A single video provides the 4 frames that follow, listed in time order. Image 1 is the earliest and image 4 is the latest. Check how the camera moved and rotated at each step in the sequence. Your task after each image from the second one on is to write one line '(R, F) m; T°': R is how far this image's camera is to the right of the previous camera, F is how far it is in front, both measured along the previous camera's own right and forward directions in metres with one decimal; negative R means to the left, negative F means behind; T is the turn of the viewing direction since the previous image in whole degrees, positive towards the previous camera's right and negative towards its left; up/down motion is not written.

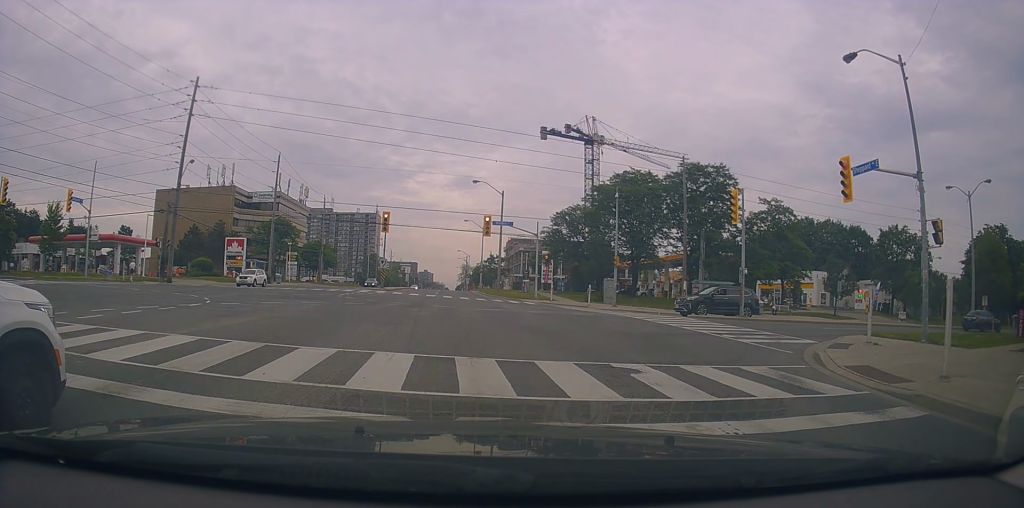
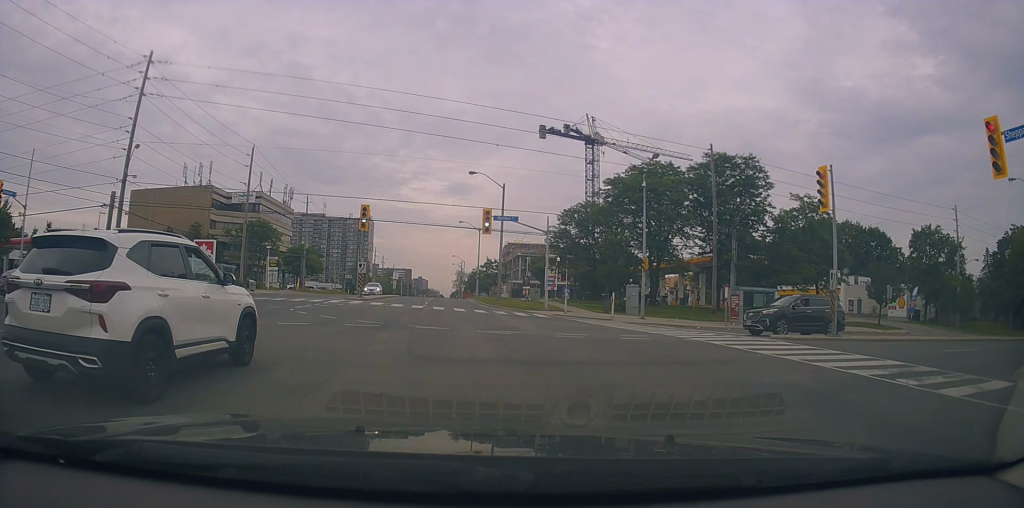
(0.0, +6.0) m; -2°
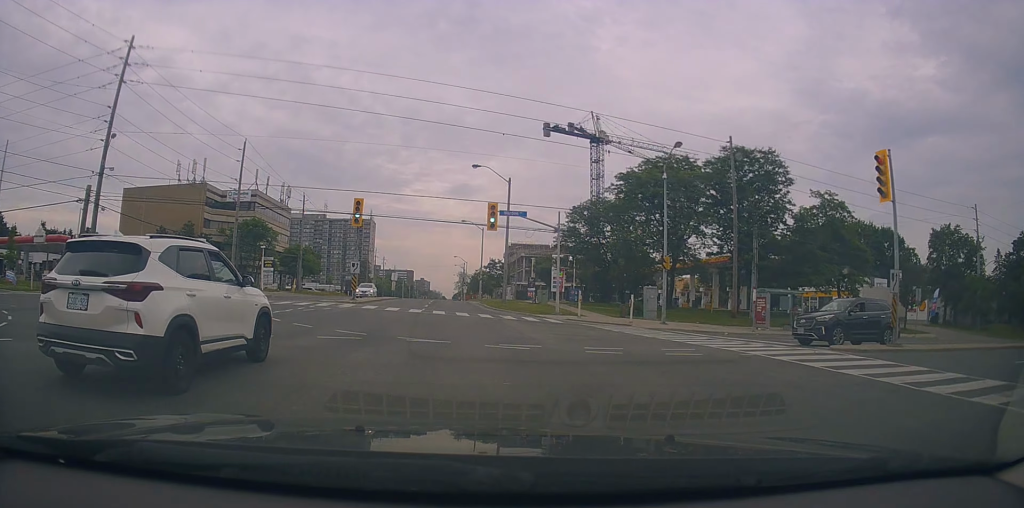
(0.0, +3.2) m; 0°
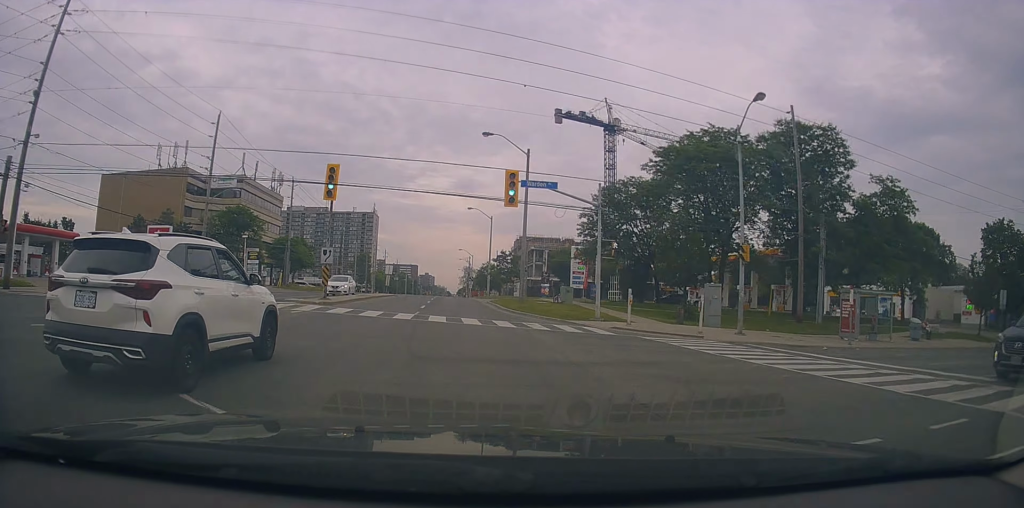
(+0.1, +8.7) m; +3°
